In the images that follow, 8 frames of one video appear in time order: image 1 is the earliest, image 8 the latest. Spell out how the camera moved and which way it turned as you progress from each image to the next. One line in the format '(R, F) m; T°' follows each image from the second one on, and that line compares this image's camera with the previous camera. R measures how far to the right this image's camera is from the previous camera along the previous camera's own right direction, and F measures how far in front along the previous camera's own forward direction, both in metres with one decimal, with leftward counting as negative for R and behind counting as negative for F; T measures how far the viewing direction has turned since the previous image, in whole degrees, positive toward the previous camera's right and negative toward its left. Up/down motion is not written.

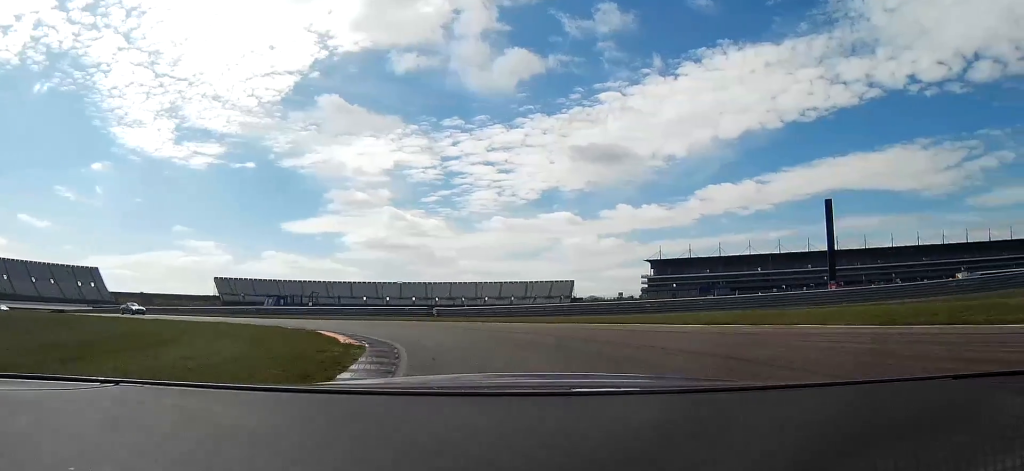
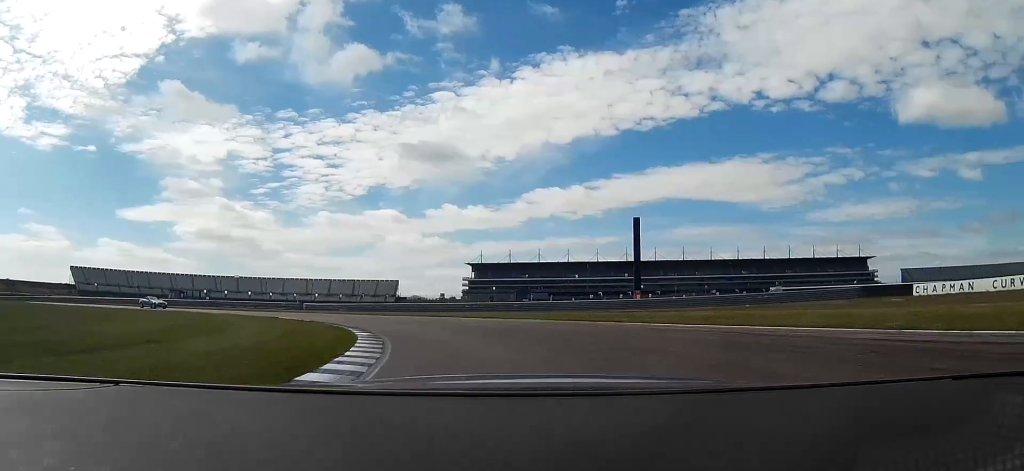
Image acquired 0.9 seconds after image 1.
(+3.0, +20.5) m; +16°
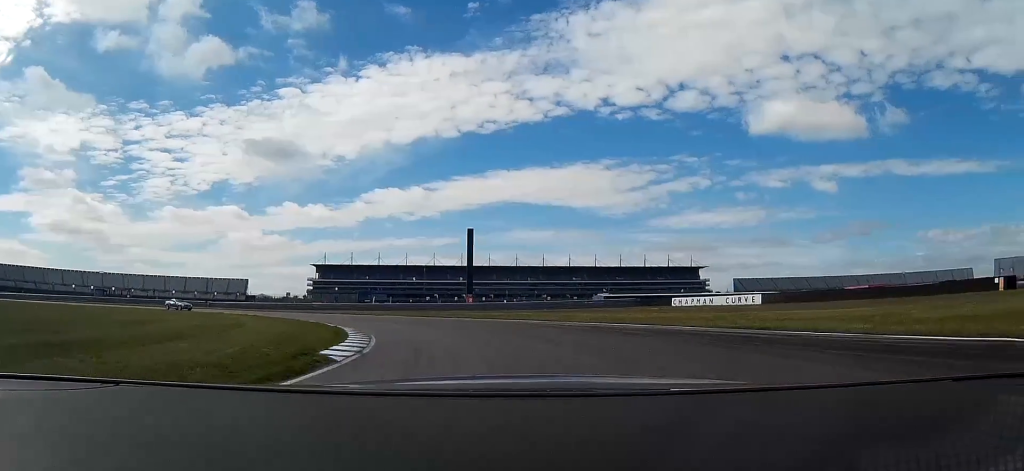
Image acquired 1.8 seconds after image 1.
(+2.7, +21.6) m; +11°
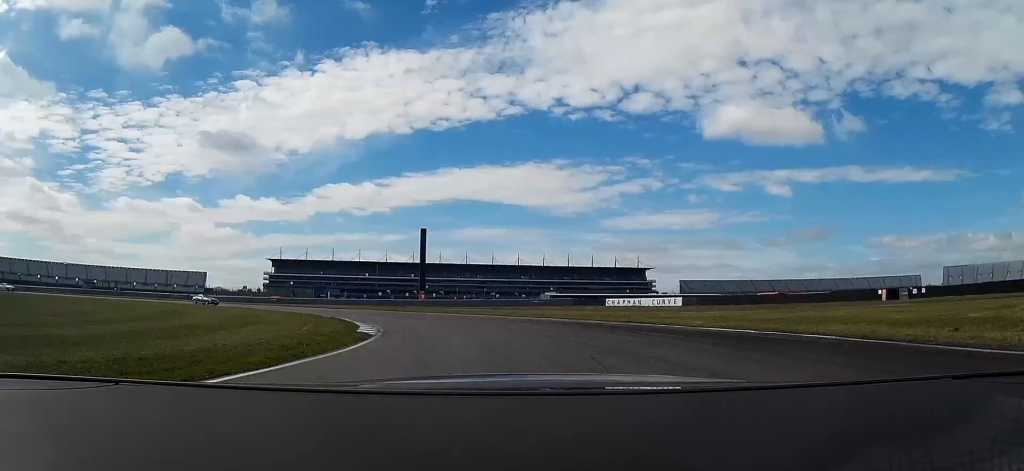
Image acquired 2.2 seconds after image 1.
(+0.6, +10.3) m; +3°
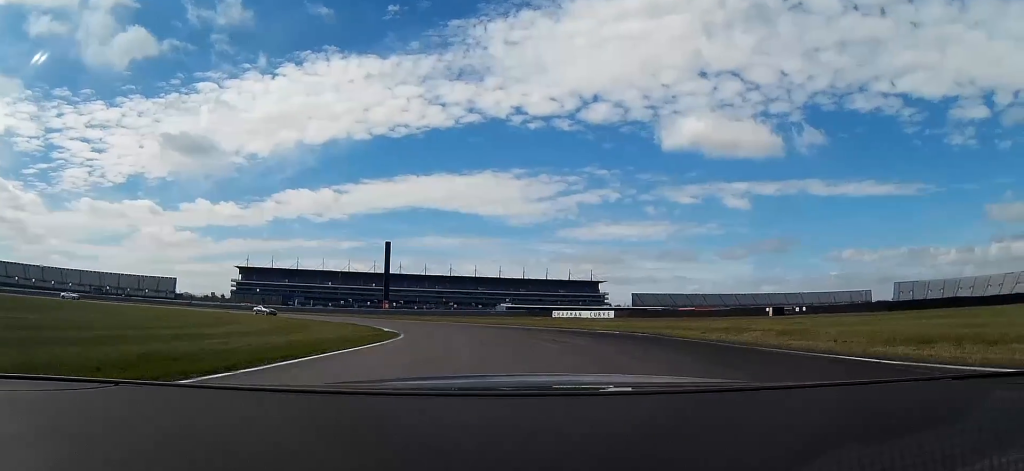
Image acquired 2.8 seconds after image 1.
(+0.5, +15.3) m; +2°
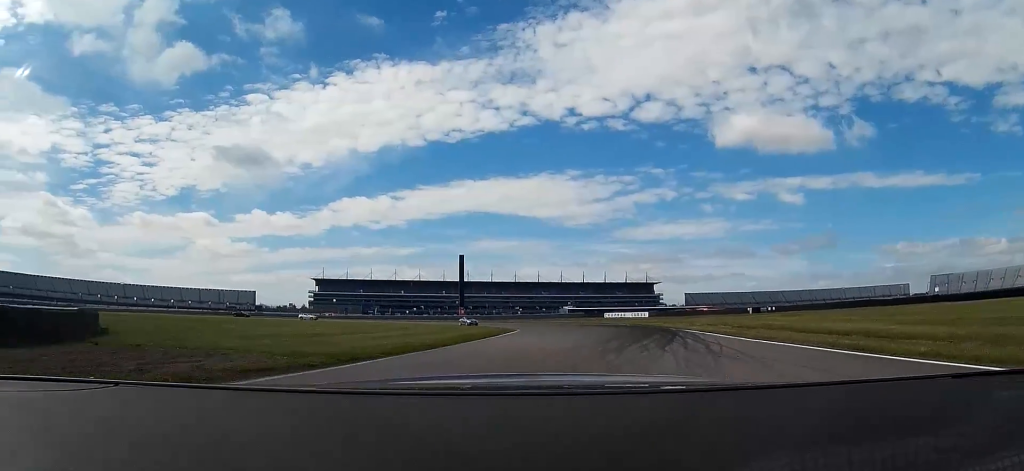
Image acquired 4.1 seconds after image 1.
(-0.5, +30.5) m; -8°
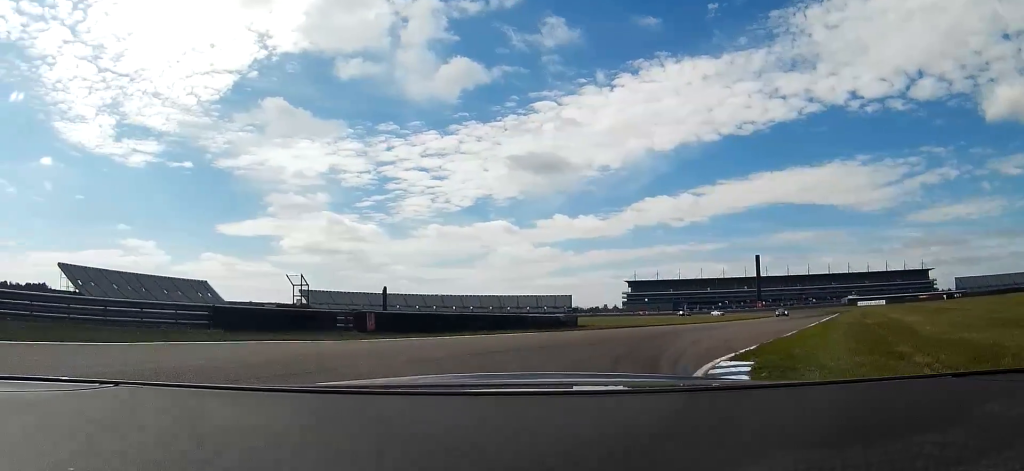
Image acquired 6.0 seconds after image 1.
(-8.3, +37.4) m; -27°
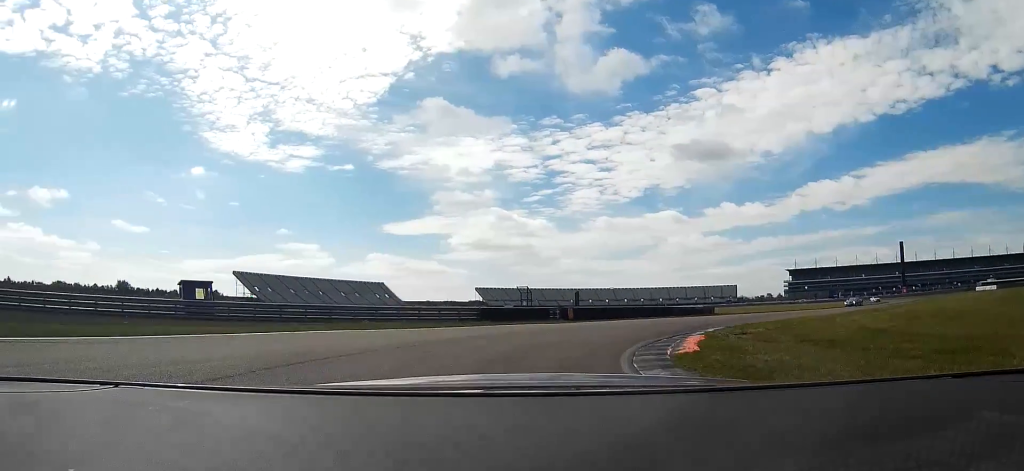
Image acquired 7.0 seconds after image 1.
(-2.4, +19.0) m; -14°
